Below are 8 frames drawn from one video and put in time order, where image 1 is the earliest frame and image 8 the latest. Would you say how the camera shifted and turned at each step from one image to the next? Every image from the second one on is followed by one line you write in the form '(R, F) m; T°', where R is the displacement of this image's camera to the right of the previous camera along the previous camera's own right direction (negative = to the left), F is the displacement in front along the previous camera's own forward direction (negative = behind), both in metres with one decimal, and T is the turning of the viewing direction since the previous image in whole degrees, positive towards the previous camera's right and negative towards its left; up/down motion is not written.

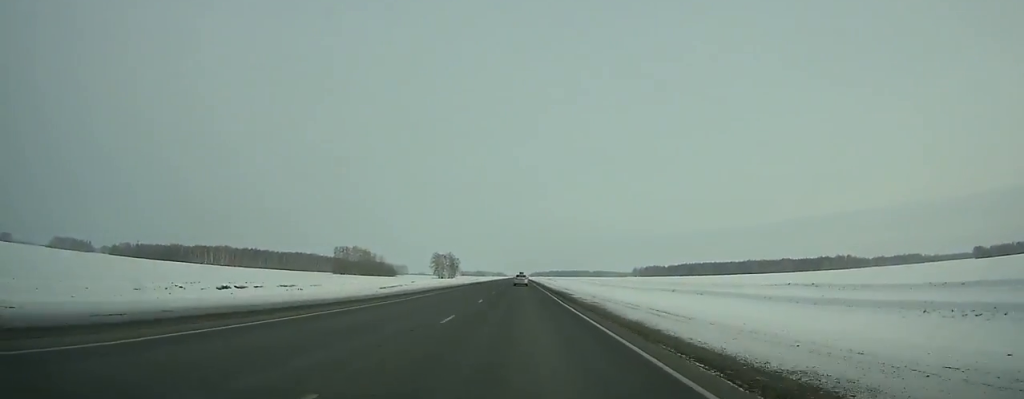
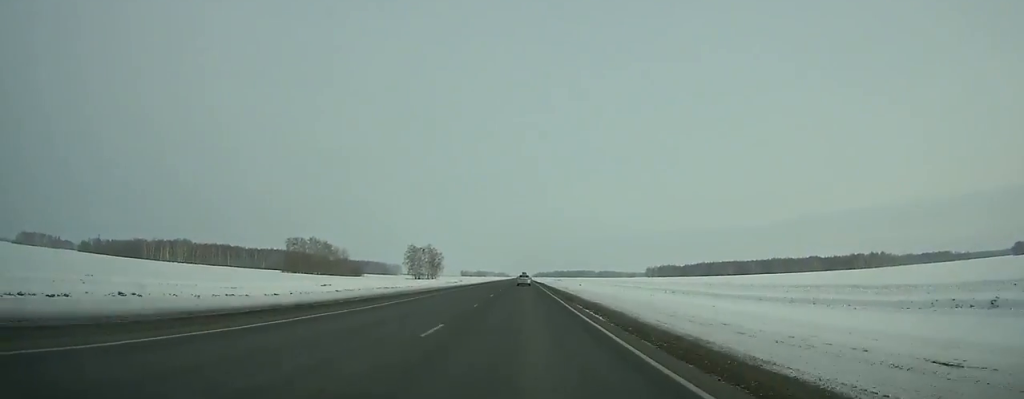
(+0.1, +86.3) m; 0°
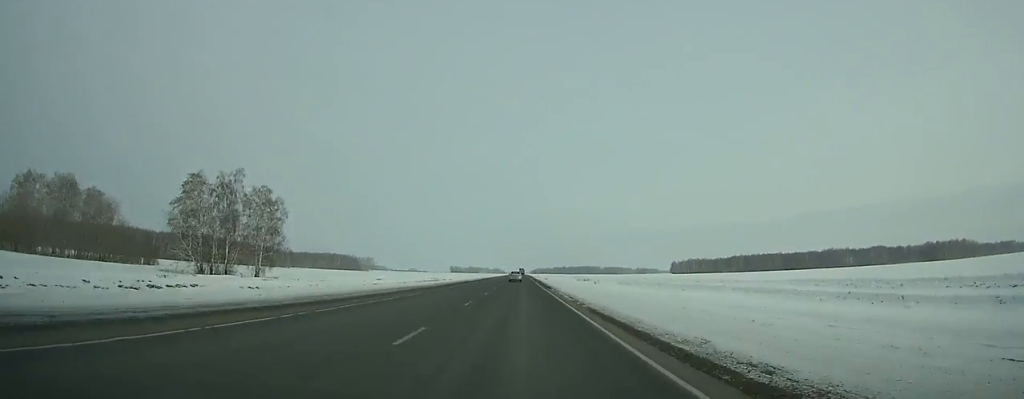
(+0.1, +183.3) m; 0°
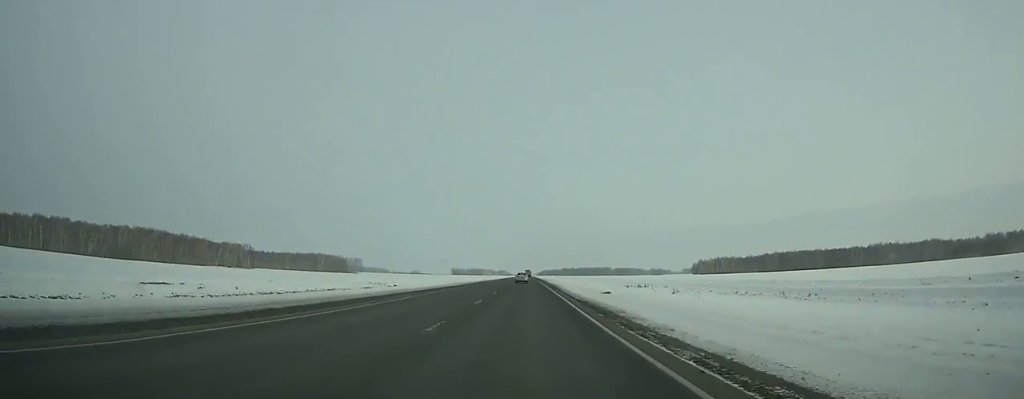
(-0.1, +94.0) m; 0°
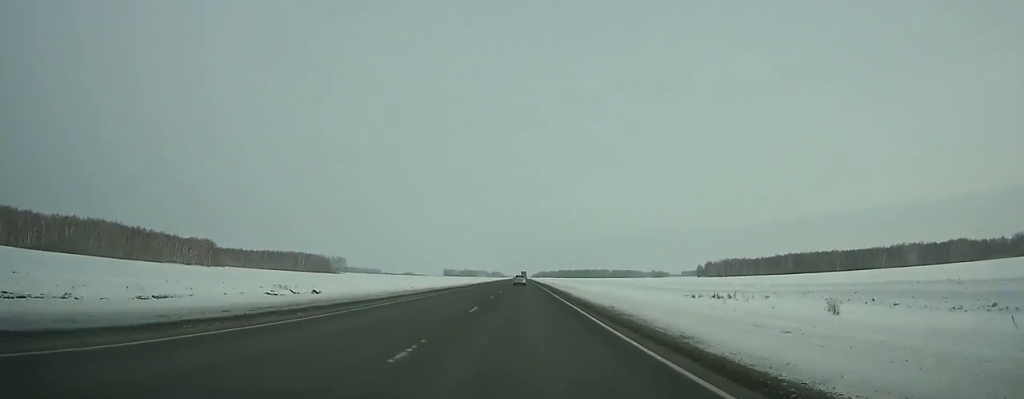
(-0.1, +51.8) m; 0°
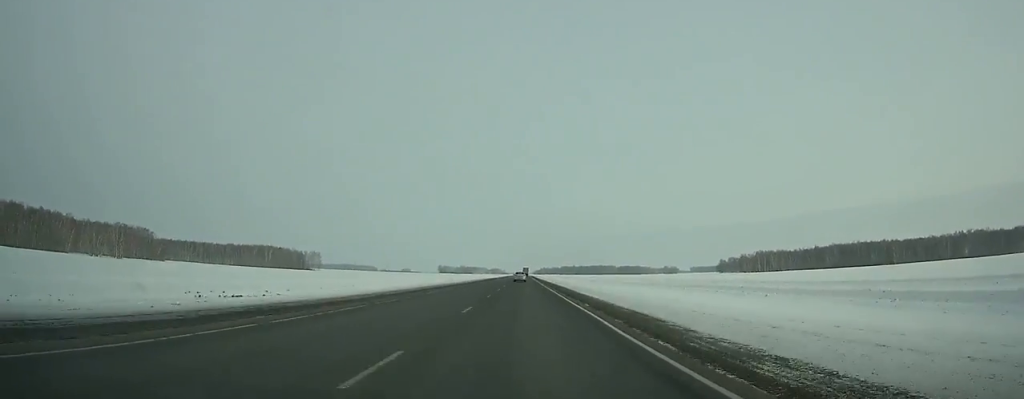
(+0.2, +97.3) m; 0°
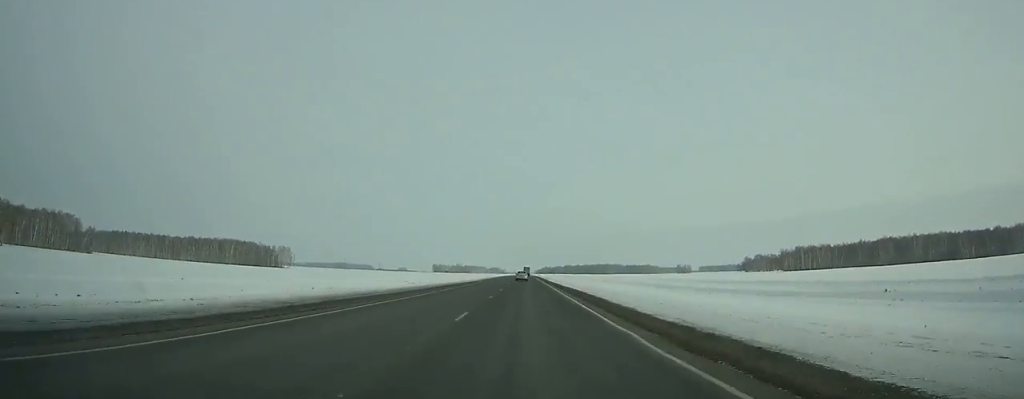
(-0.4, +88.2) m; 0°
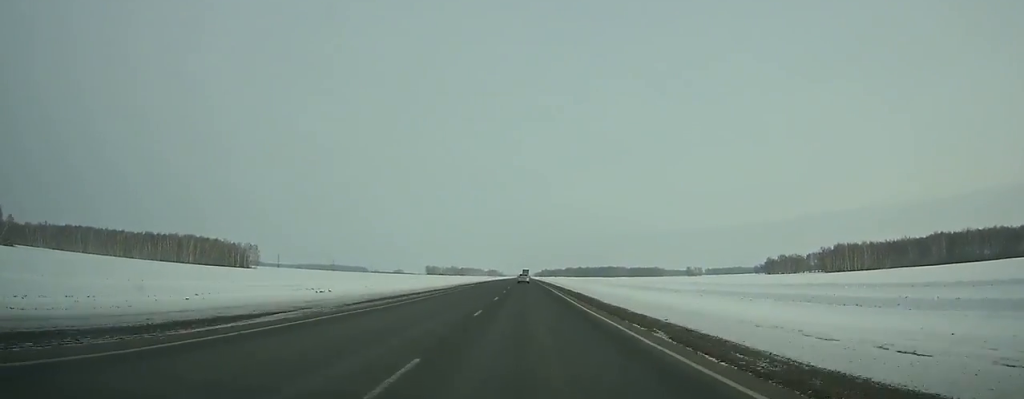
(0.0, +69.8) m; 0°
